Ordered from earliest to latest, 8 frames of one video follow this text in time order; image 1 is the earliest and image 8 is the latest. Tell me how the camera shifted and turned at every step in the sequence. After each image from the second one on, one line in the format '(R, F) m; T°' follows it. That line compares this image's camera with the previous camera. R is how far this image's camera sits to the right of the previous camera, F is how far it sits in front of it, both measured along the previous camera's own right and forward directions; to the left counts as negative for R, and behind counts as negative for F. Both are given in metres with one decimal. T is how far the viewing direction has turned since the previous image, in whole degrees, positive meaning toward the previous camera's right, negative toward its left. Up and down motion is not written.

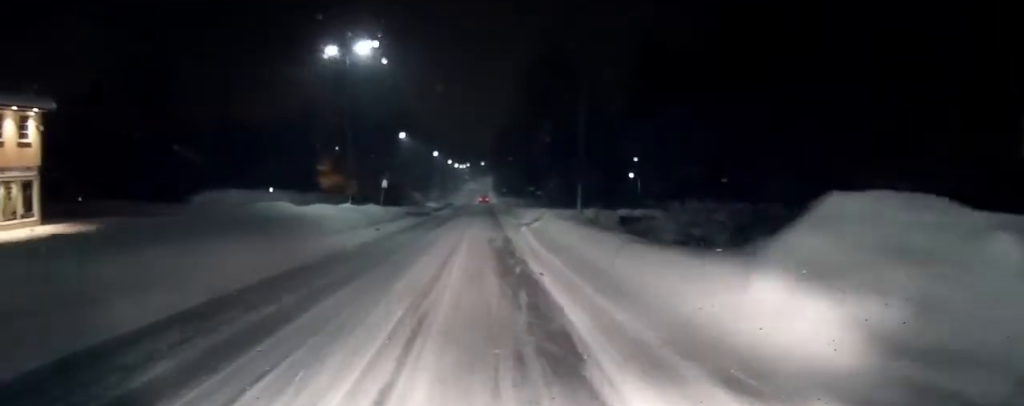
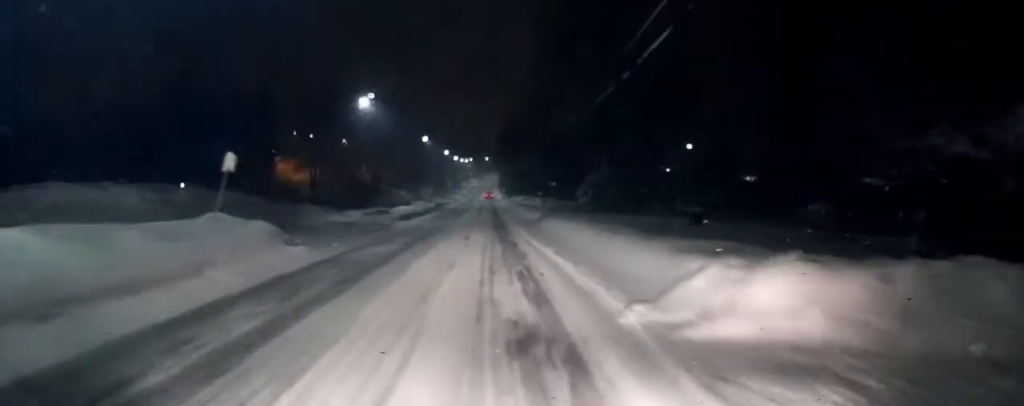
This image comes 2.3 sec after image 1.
(-0.2, +26.0) m; 0°
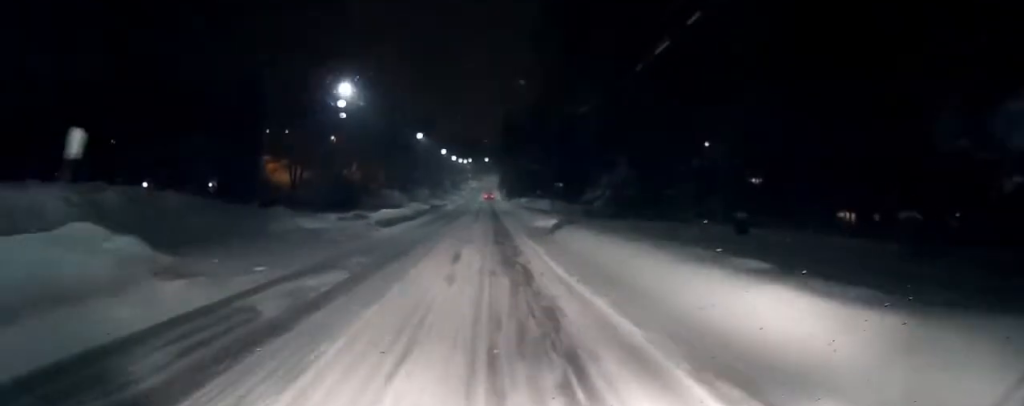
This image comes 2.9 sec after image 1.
(0.0, +6.7) m; 0°
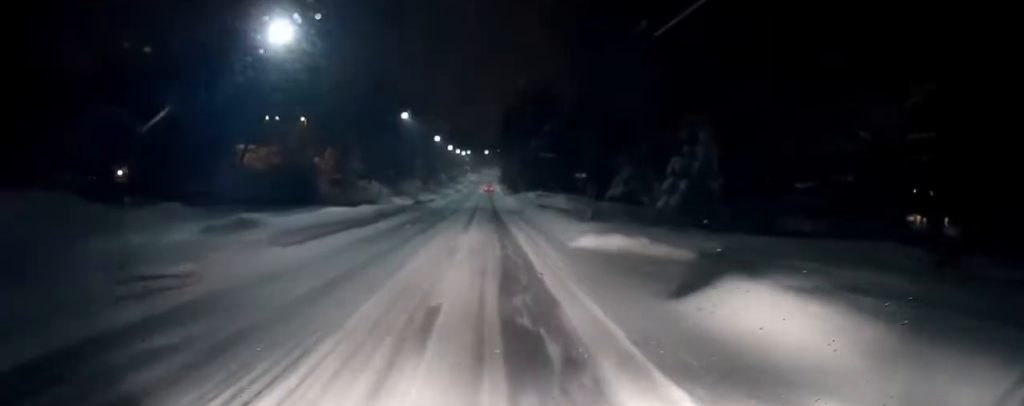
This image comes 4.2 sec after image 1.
(0.0, +14.2) m; 0°
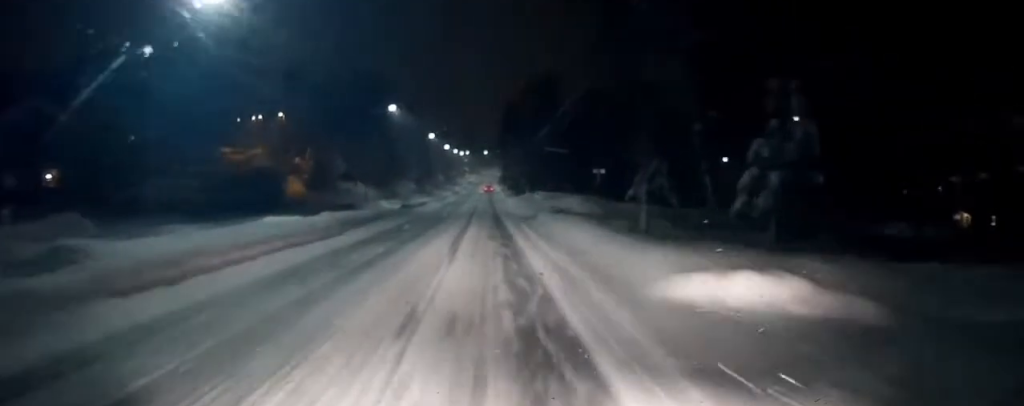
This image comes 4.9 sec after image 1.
(0.0, +7.7) m; 0°
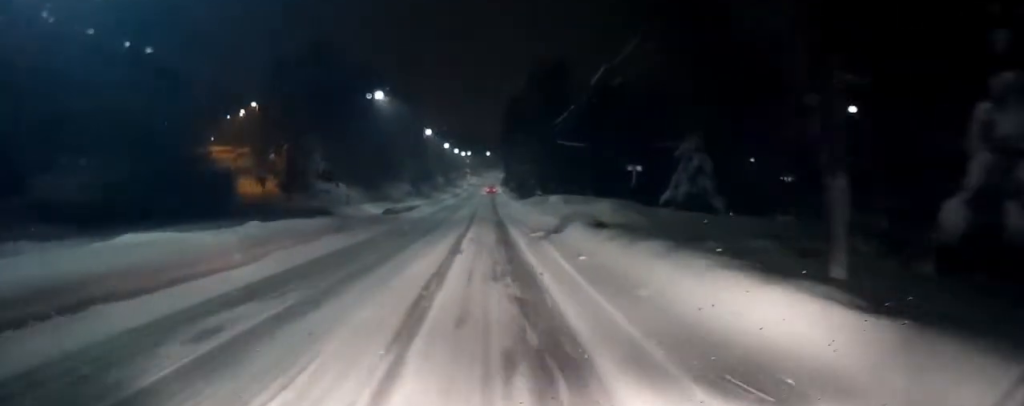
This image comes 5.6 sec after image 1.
(0.0, +8.6) m; 0°
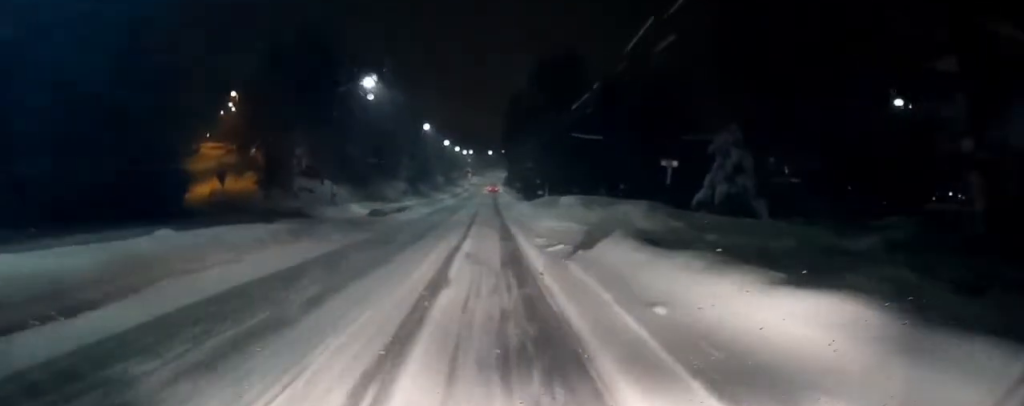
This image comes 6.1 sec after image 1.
(0.0, +5.5) m; 0°
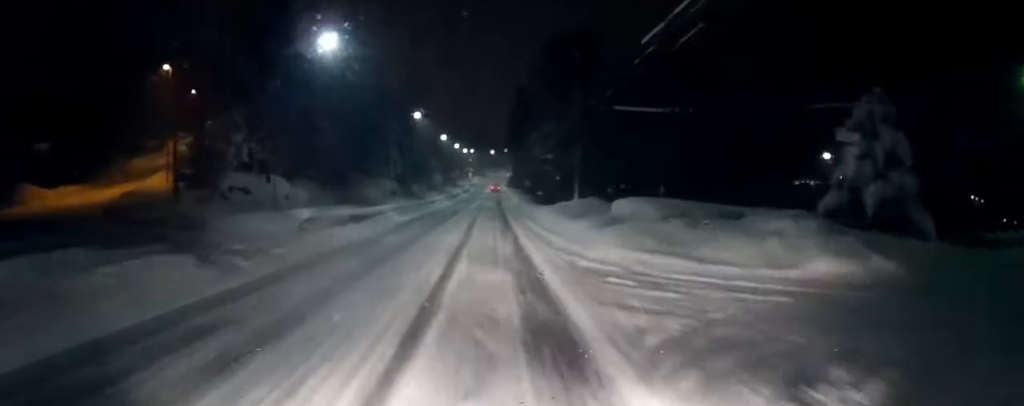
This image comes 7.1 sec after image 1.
(0.0, +12.7) m; +1°
